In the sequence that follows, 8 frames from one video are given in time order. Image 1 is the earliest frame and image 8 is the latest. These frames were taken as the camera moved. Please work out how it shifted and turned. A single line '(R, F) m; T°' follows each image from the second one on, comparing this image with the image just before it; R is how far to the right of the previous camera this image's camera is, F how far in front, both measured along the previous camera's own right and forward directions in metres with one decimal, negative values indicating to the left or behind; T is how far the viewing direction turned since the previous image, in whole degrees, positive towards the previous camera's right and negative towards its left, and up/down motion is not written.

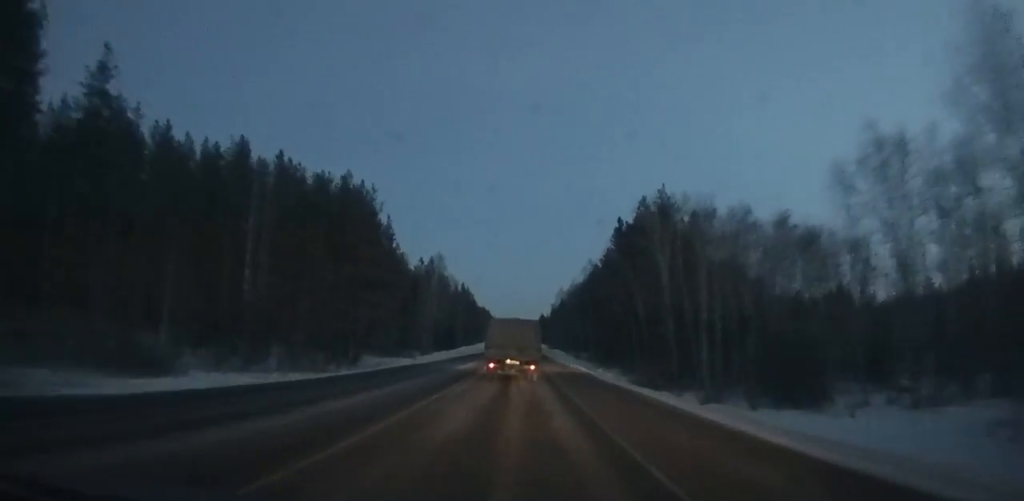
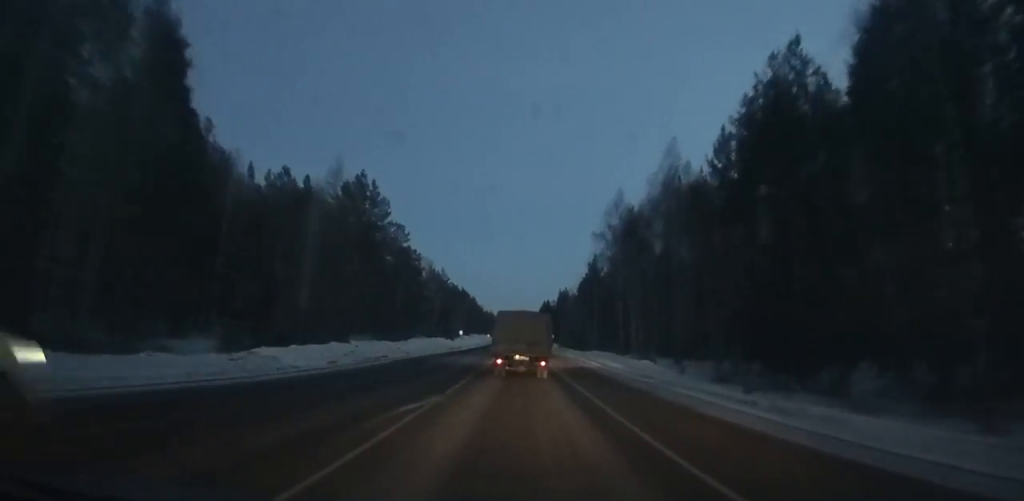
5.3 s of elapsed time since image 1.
(+0.4, +99.0) m; 0°
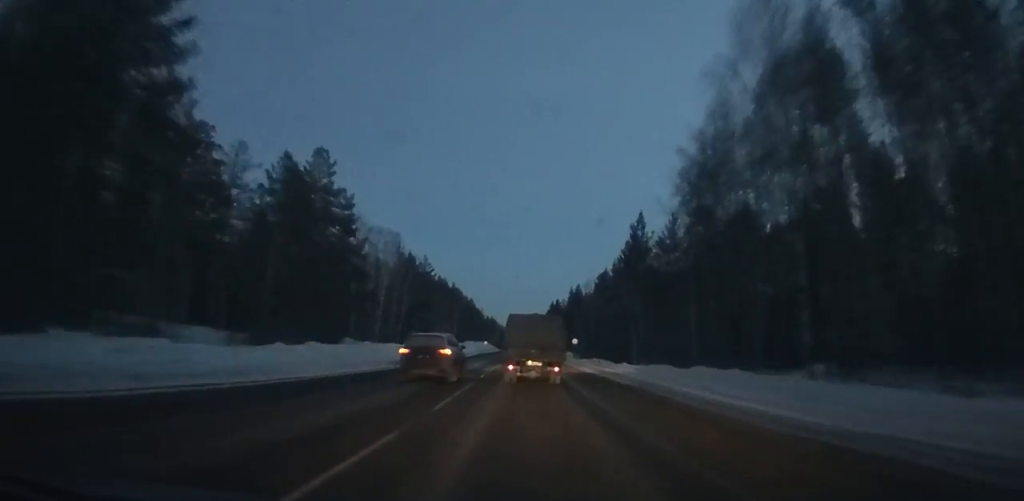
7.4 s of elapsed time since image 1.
(-0.2, +39.1) m; 0°
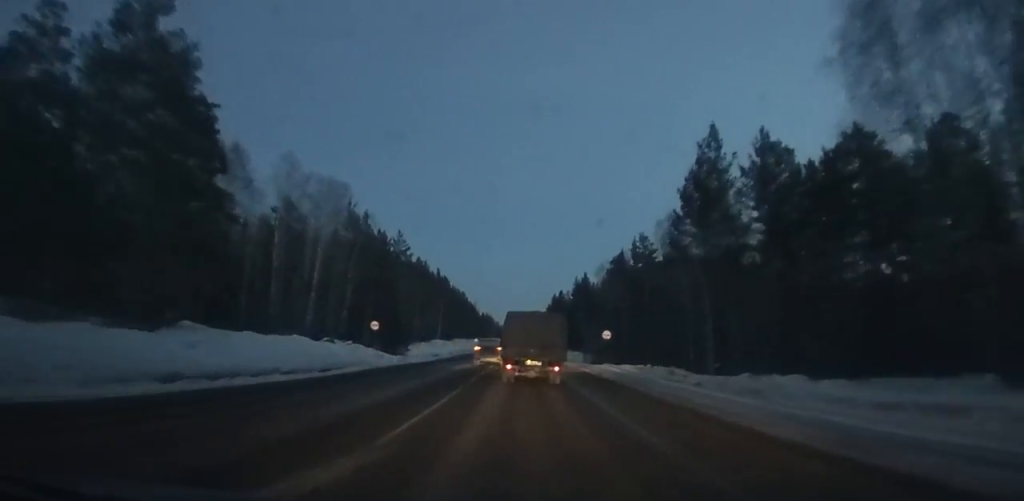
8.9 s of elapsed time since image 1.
(-0.1, +28.0) m; 0°
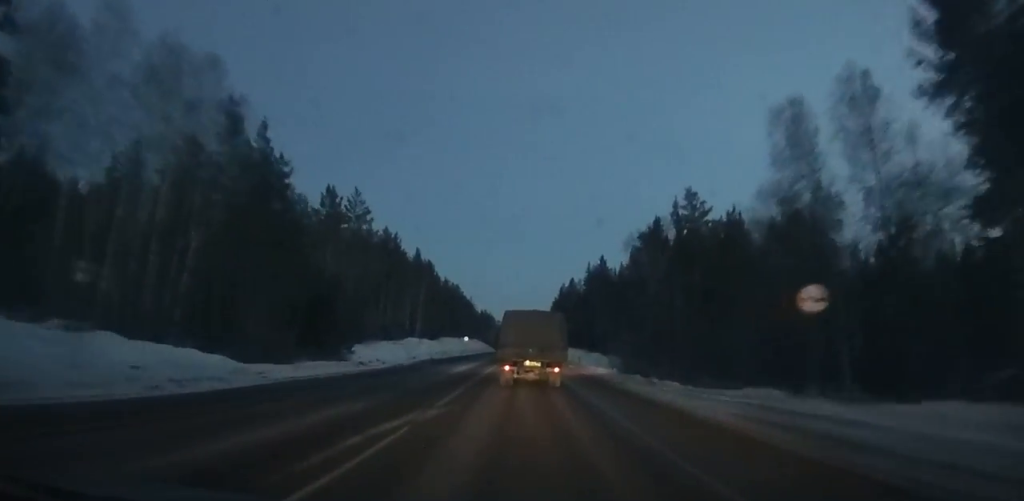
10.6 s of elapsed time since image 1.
(0.0, +31.8) m; 0°
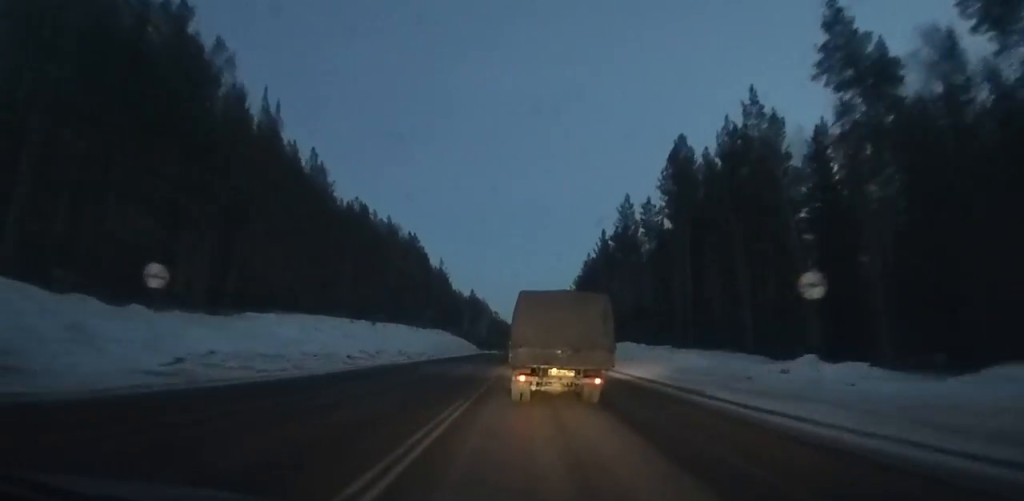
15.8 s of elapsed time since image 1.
(-0.6, +100.2) m; 0°
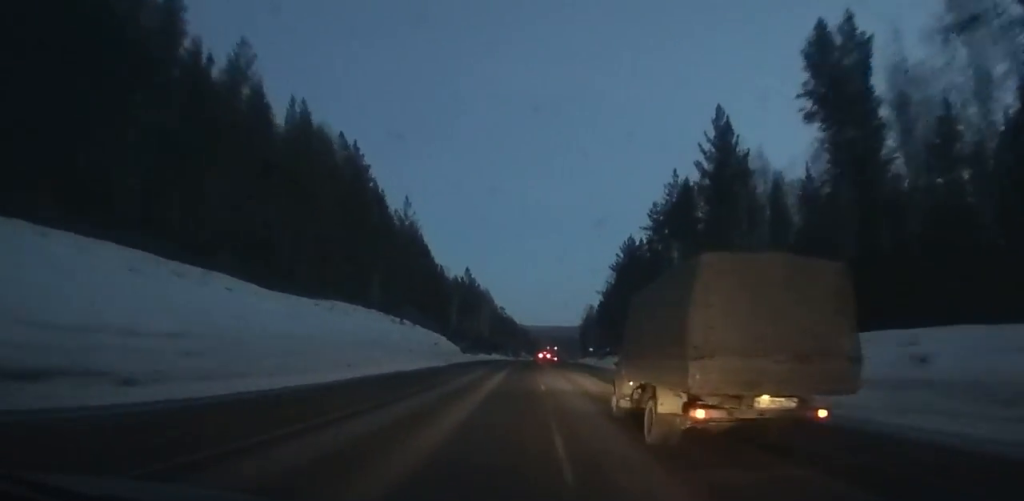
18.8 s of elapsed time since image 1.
(+0.1, +61.0) m; +1°
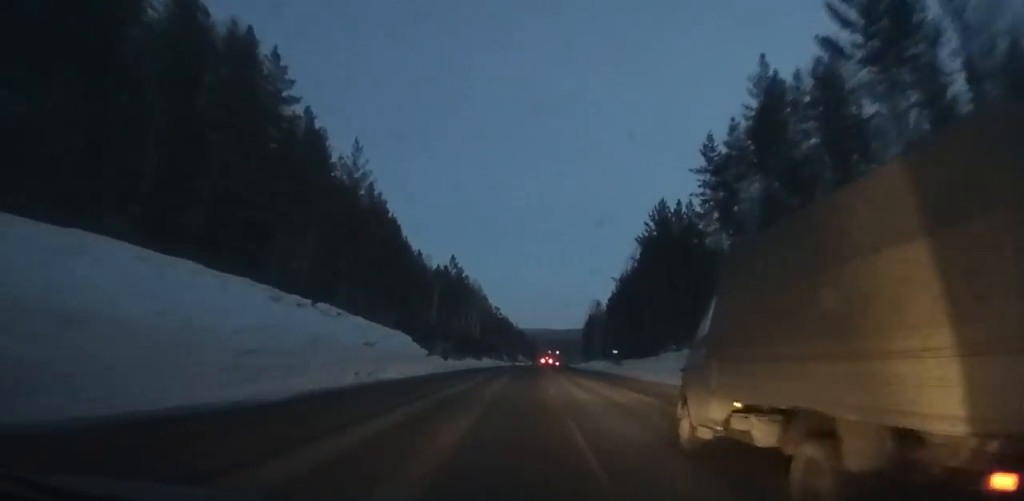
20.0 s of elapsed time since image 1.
(-0.2, +24.9) m; +1°
